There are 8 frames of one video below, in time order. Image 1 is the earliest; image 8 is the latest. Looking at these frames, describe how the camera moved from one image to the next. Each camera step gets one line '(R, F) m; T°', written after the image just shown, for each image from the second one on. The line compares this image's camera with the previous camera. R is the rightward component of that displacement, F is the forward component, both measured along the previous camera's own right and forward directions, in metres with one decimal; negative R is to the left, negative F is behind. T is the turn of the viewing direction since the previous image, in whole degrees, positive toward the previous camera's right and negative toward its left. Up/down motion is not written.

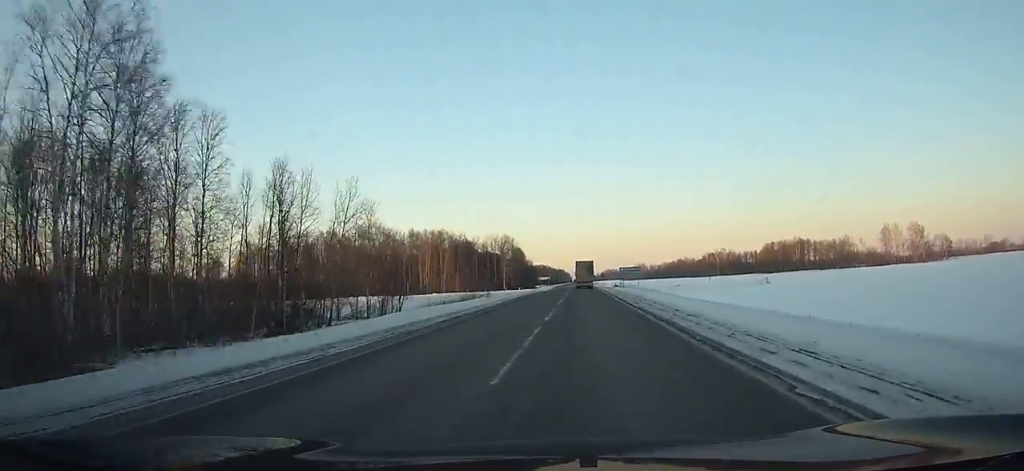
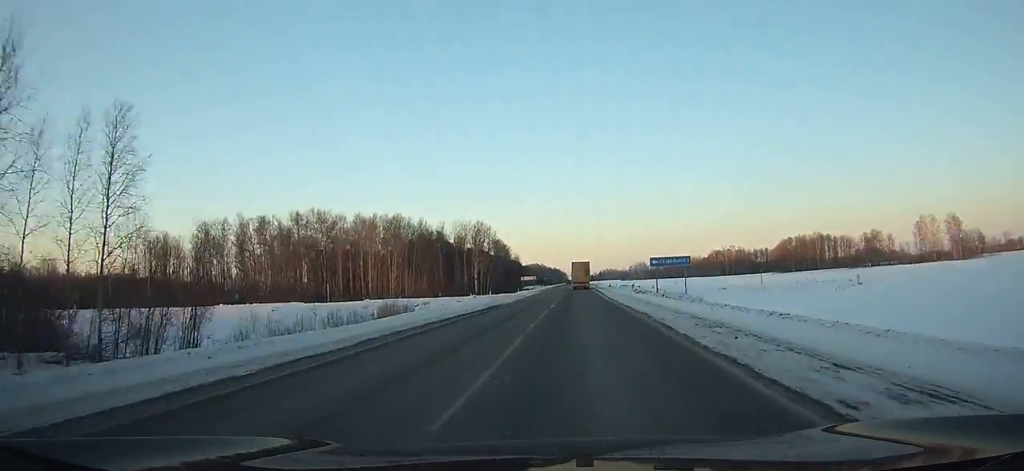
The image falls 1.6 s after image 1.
(+0.1, +37.9) m; 0°
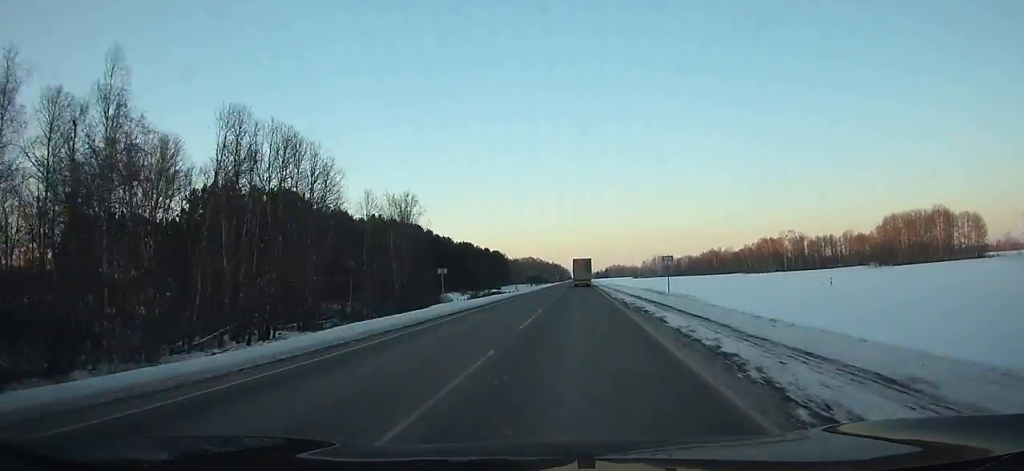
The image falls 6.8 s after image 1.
(-0.1, +124.8) m; 0°
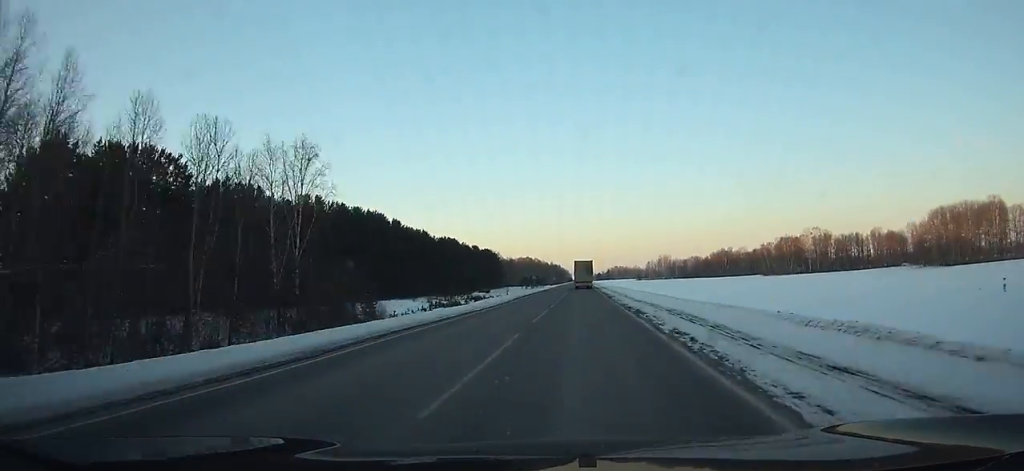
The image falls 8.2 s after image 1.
(-0.1, +34.2) m; 0°
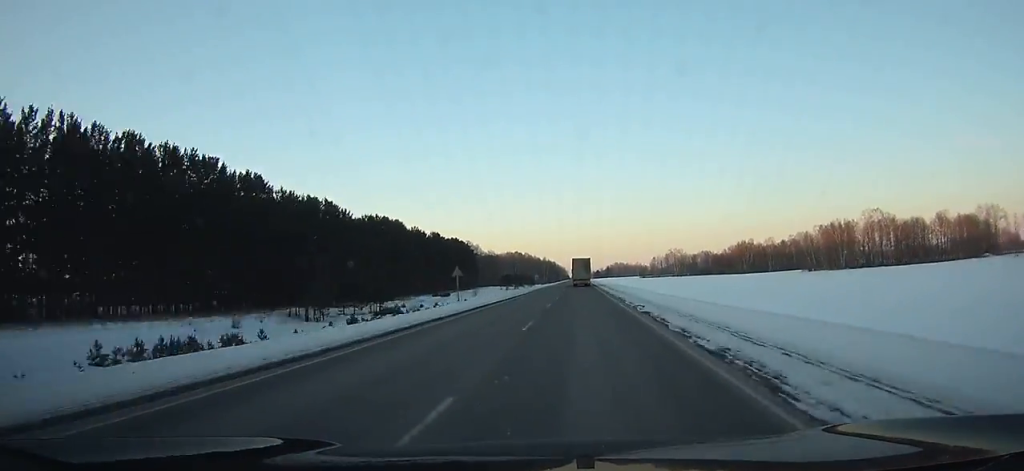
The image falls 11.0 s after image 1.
(-0.1, +68.8) m; 0°
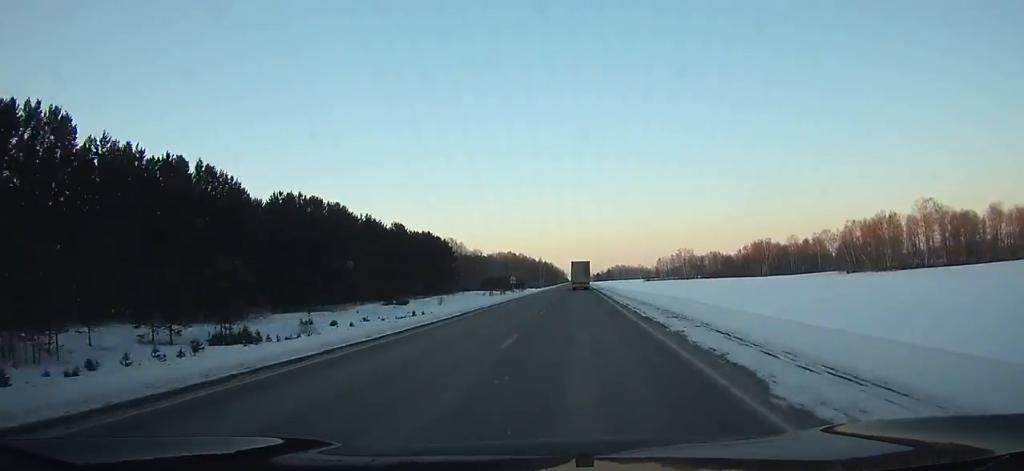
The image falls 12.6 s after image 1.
(0.0, +39.6) m; 0°
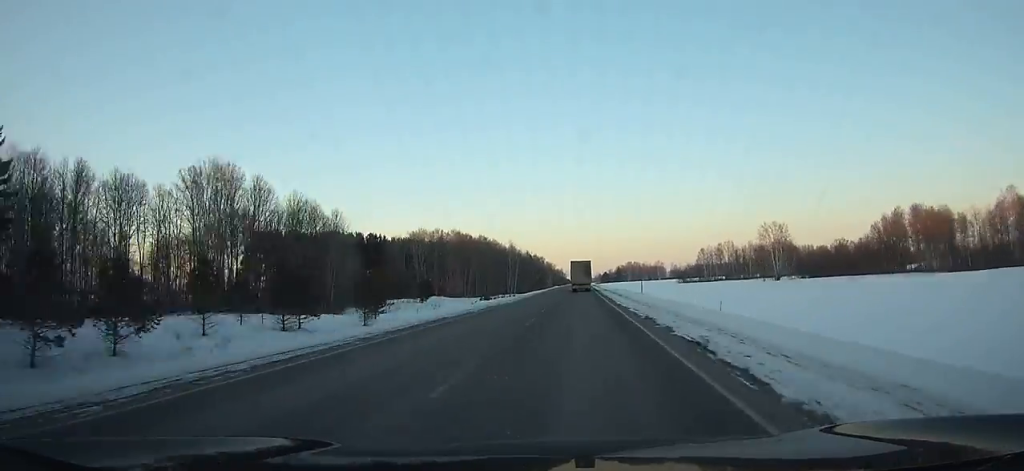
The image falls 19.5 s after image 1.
(+0.3, +171.6) m; 0°
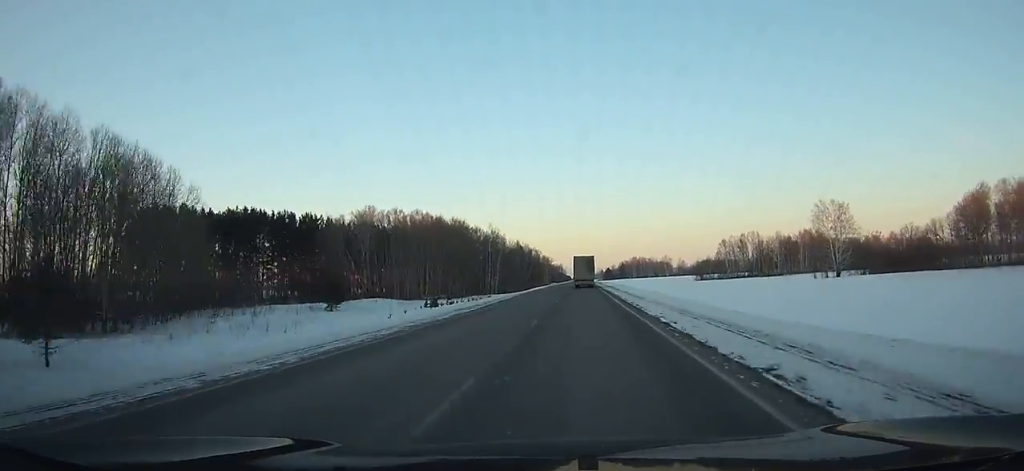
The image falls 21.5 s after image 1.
(0.0, +49.5) m; 0°
